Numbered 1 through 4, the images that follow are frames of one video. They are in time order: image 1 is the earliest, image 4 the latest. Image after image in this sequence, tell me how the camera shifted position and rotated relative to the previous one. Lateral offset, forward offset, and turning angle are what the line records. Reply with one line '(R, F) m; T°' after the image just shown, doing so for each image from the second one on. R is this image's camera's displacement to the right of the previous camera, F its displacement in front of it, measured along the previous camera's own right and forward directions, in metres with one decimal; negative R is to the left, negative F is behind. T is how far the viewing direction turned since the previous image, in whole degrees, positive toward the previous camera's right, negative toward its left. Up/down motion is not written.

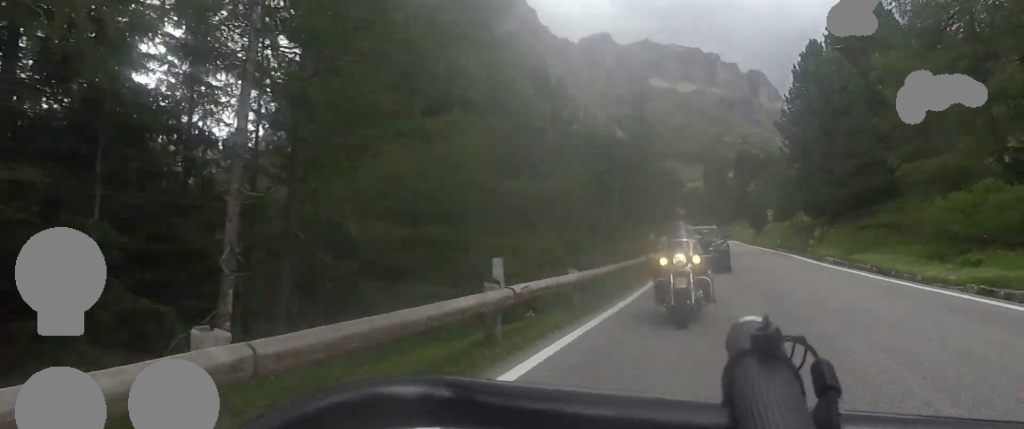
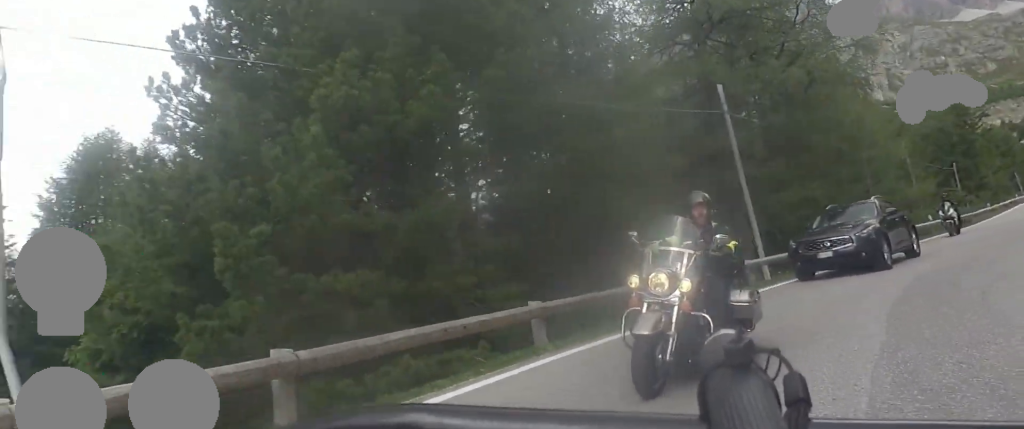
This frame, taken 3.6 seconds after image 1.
(-3.6, +27.3) m; -22°
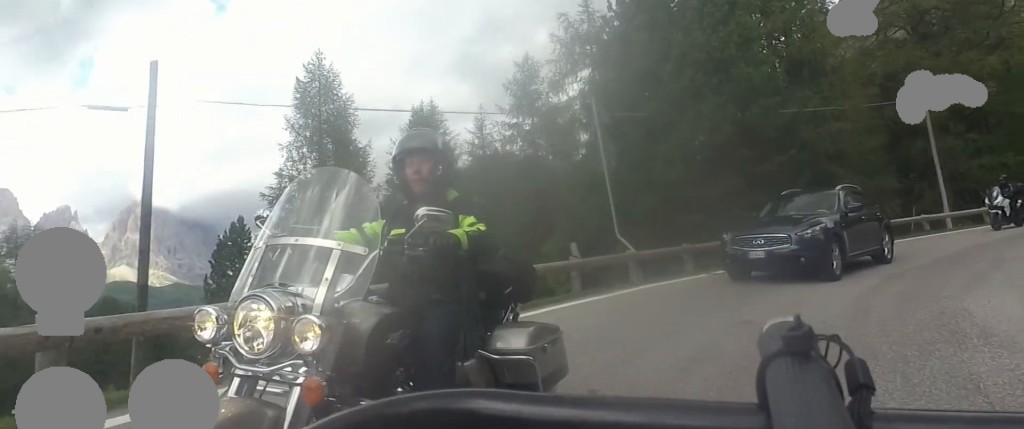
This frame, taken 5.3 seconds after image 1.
(-2.0, +10.4) m; -26°
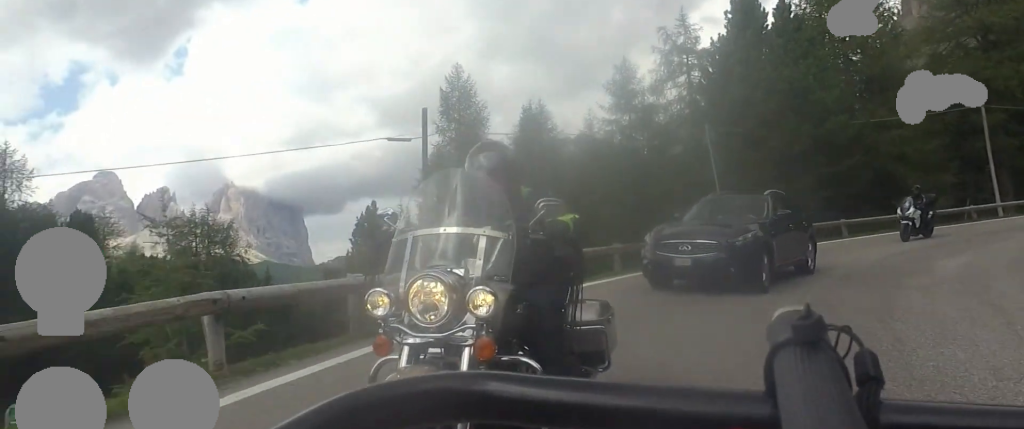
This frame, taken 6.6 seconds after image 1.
(-1.4, +7.1) m; -9°
